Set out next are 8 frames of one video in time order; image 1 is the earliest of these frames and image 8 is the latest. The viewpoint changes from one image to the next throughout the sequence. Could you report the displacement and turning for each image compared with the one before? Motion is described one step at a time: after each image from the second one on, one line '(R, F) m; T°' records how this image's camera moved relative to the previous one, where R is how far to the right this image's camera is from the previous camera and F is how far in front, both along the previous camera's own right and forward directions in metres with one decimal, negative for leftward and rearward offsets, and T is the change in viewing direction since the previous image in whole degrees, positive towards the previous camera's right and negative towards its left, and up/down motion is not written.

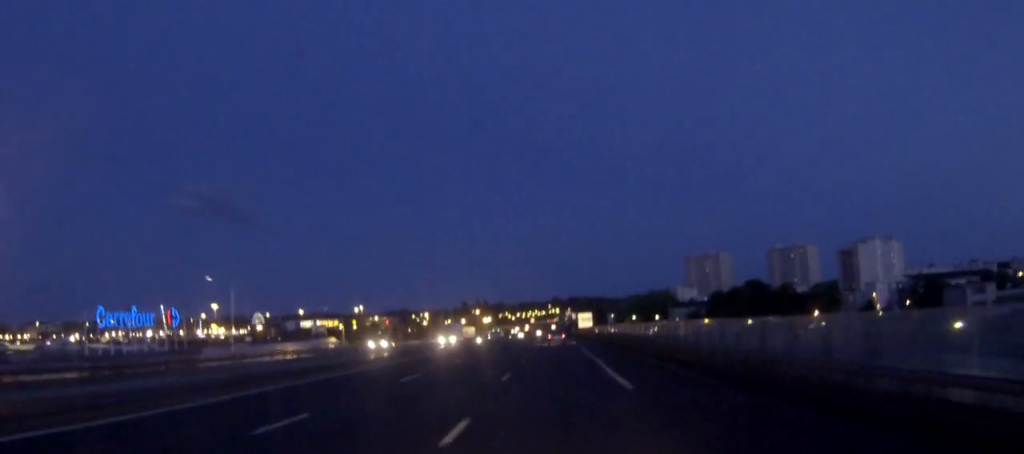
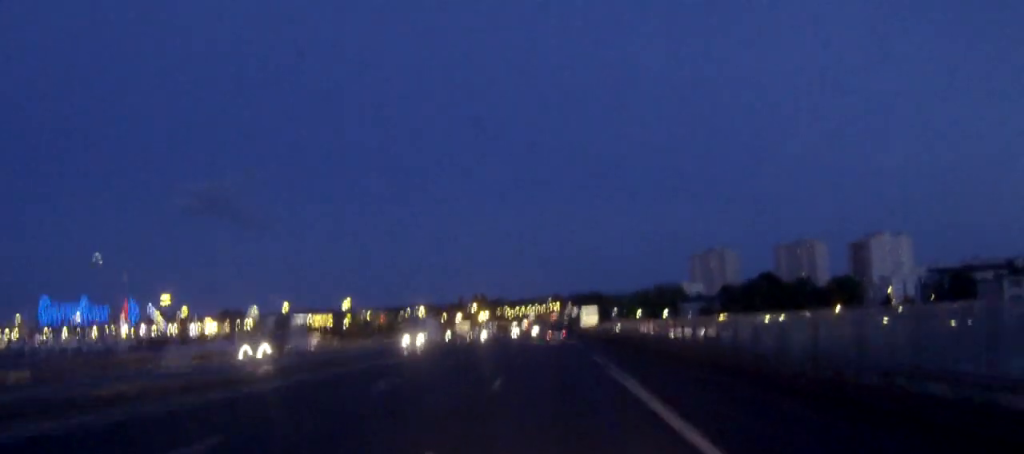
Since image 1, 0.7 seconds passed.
(0.0, +17.4) m; 0°
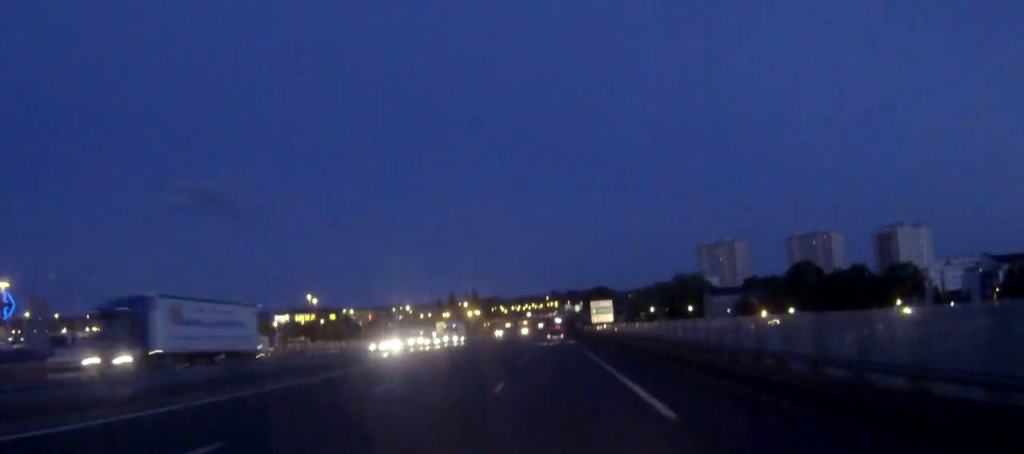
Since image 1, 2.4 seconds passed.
(+0.1, +38.9) m; 0°
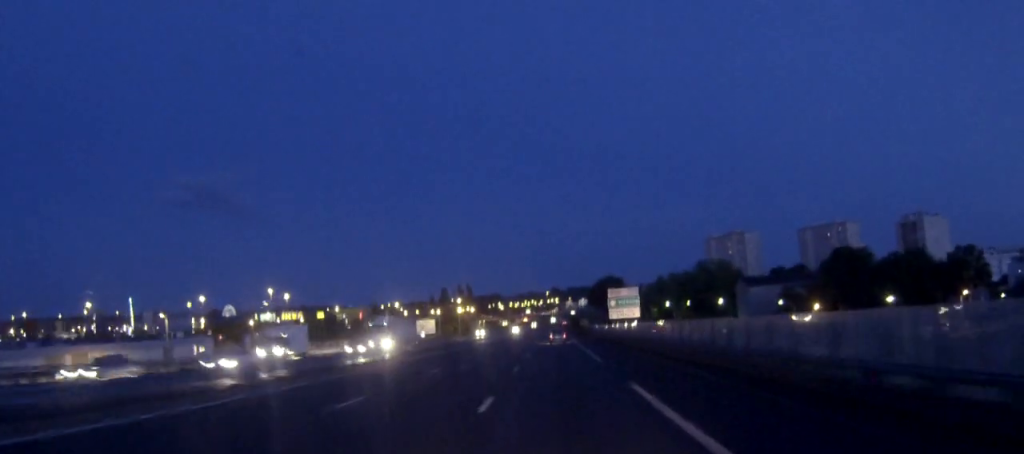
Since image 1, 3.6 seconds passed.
(-0.1, +30.2) m; 0°
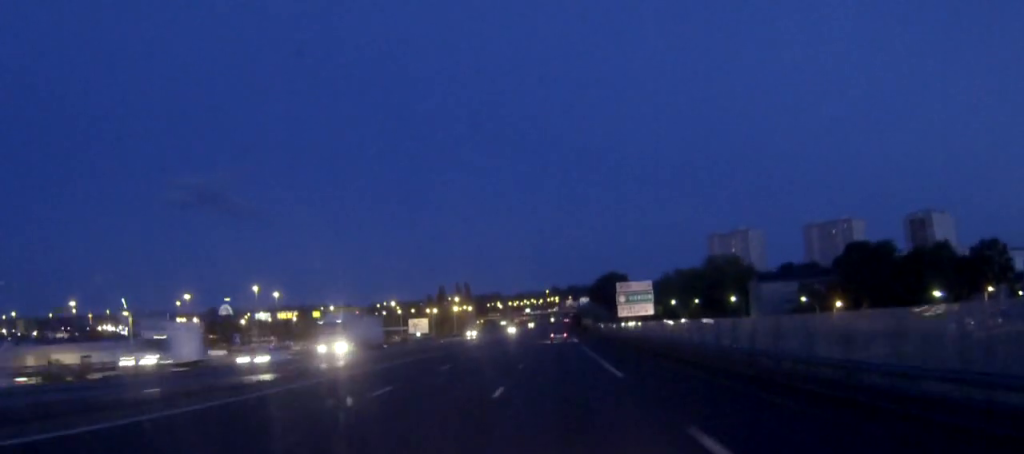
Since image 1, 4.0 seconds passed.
(0.0, +9.5) m; 0°
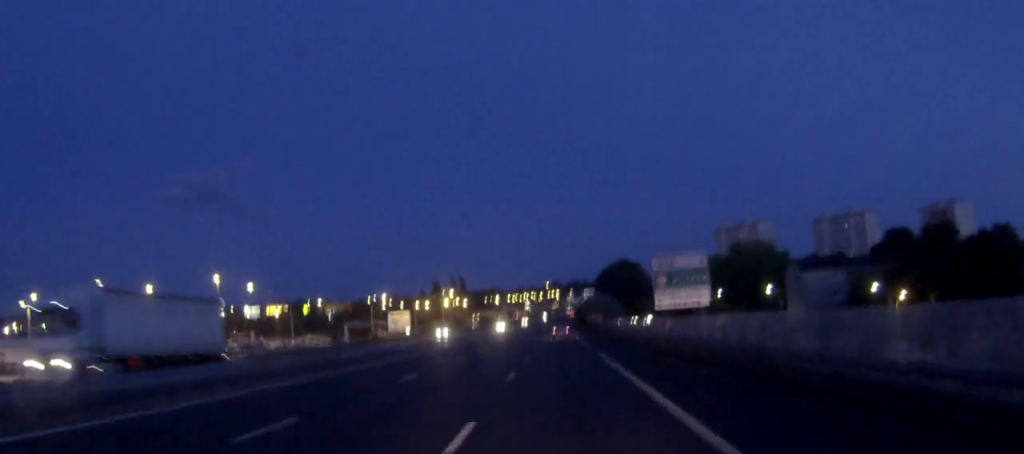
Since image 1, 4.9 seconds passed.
(0.0, +21.5) m; 0°
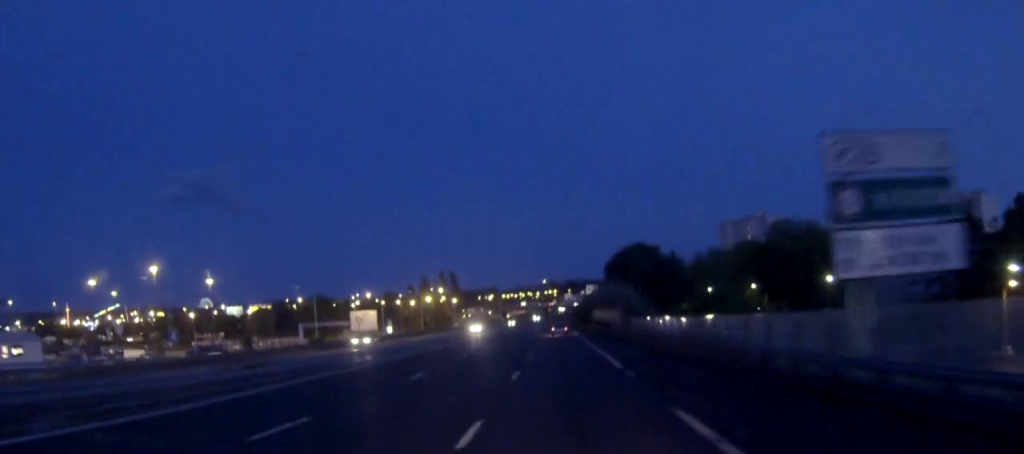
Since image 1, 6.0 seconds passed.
(+0.1, +25.5) m; 0°
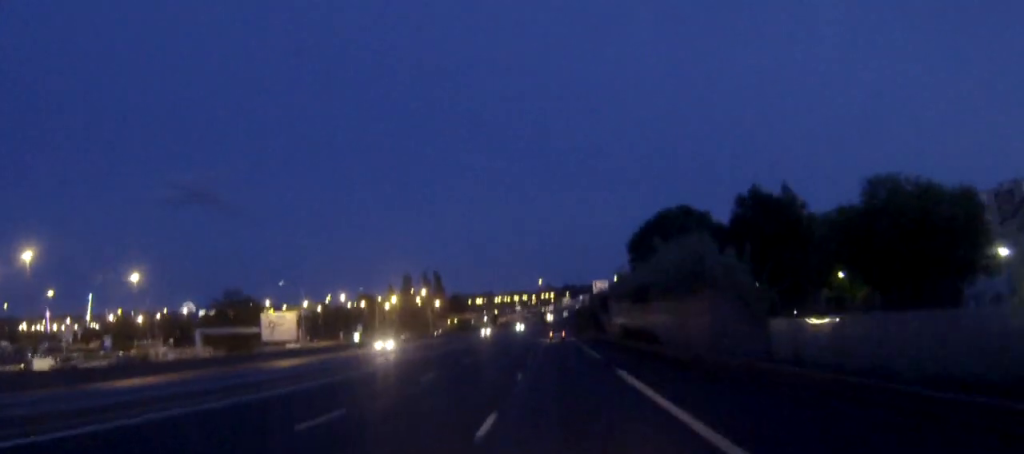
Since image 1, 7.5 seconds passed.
(0.0, +36.8) m; 0°
